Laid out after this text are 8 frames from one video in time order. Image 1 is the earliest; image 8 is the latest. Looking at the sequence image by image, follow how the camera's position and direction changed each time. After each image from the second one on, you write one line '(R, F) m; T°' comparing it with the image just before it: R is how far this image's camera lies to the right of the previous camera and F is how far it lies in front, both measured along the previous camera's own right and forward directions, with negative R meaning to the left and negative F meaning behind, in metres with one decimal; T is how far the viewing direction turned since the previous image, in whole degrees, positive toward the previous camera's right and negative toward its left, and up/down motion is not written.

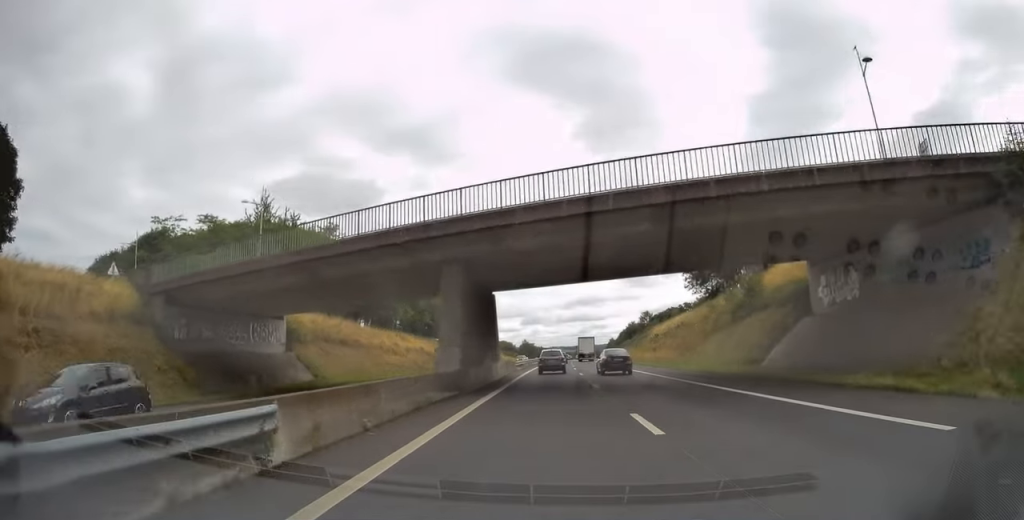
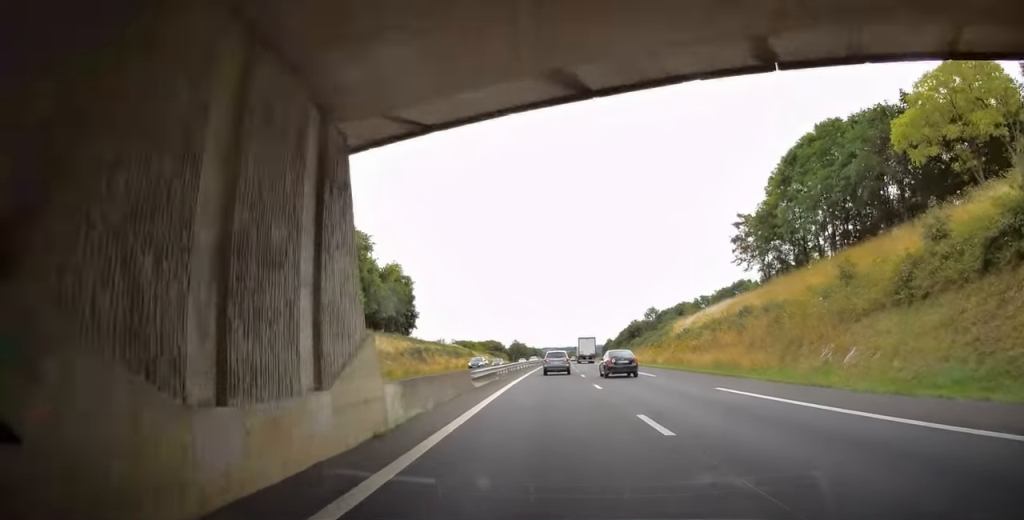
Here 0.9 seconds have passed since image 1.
(-0.2, +25.8) m; 0°
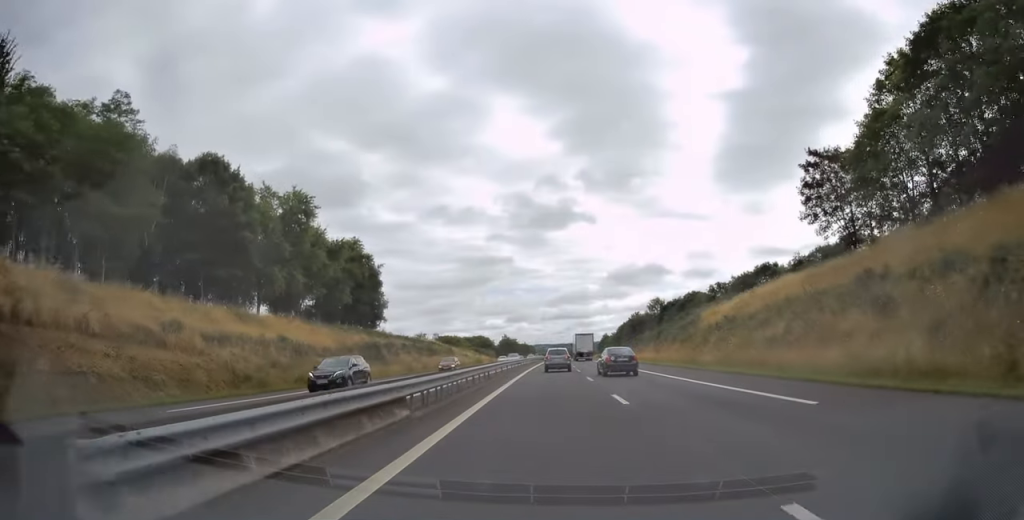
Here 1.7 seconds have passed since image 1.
(0.0, +20.3) m; +1°
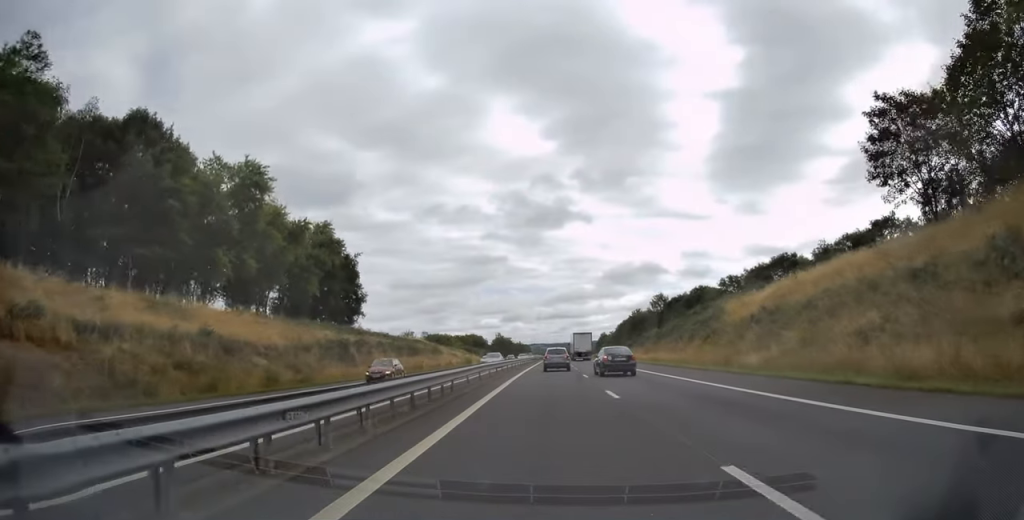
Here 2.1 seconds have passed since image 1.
(+0.2, +11.2) m; 0°
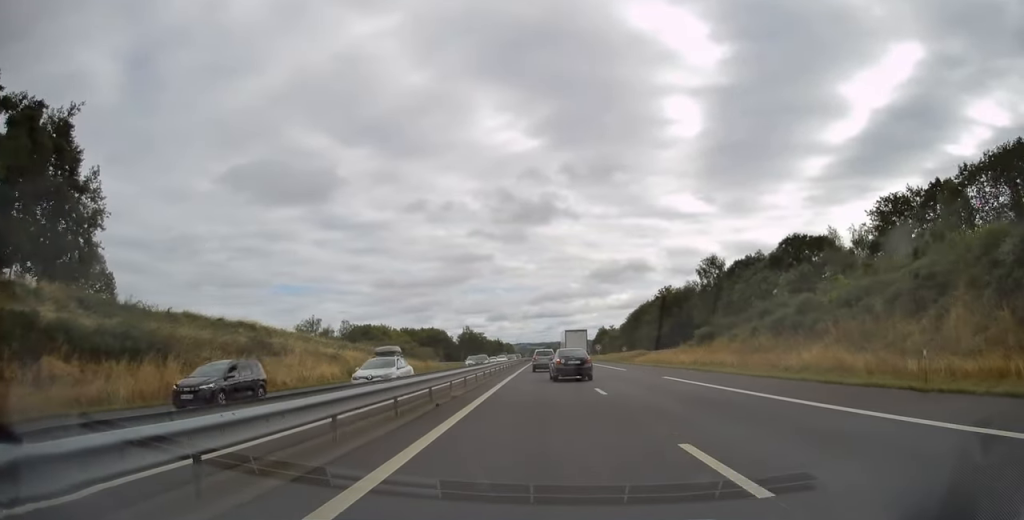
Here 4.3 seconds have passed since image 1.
(+1.4, +63.2) m; +2°
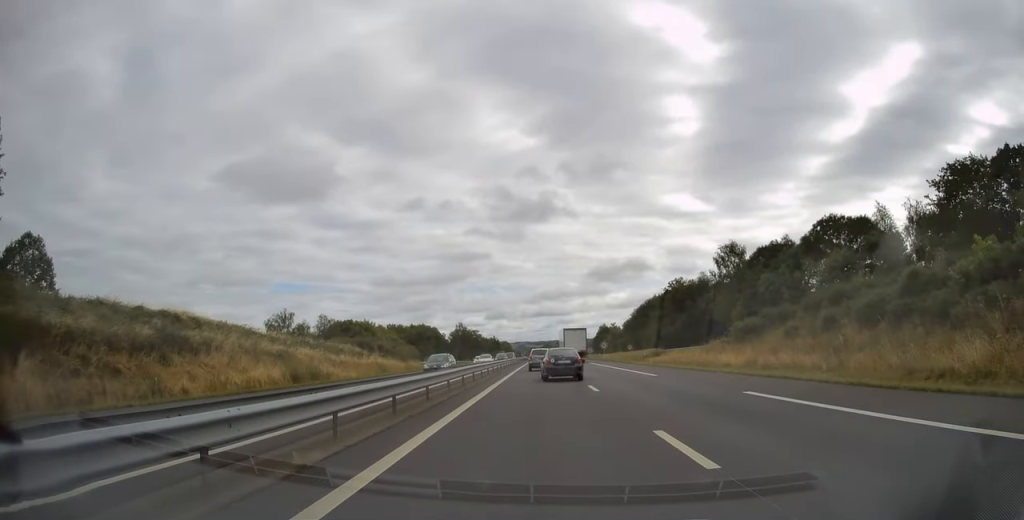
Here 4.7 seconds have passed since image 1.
(+0.2, +11.7) m; 0°
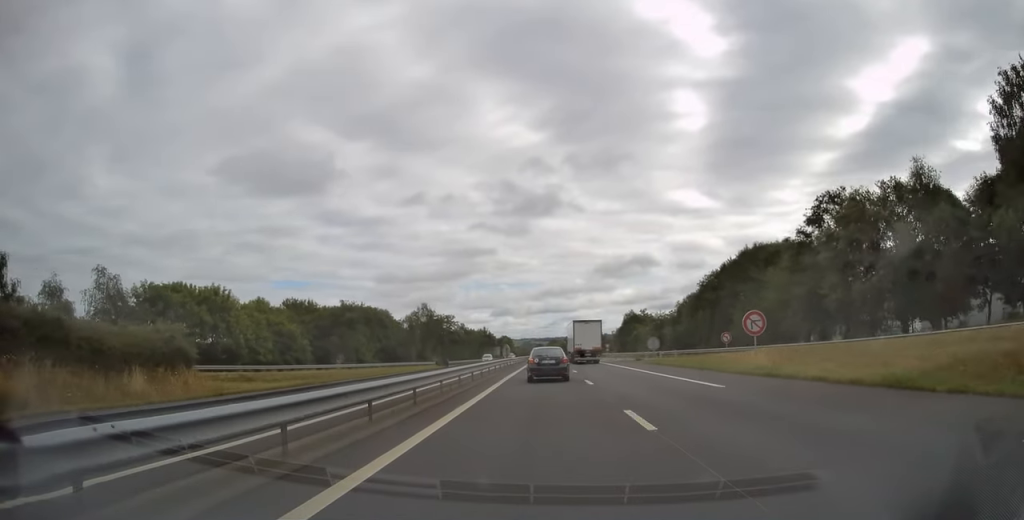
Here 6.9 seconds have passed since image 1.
(0.0, +61.8) m; 0°
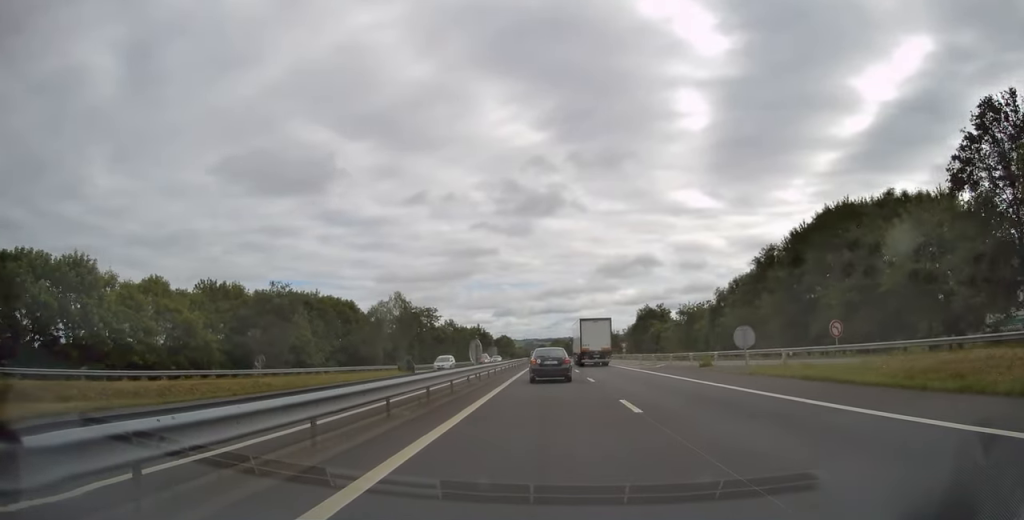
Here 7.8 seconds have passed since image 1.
(-0.3, +23.3) m; 0°
